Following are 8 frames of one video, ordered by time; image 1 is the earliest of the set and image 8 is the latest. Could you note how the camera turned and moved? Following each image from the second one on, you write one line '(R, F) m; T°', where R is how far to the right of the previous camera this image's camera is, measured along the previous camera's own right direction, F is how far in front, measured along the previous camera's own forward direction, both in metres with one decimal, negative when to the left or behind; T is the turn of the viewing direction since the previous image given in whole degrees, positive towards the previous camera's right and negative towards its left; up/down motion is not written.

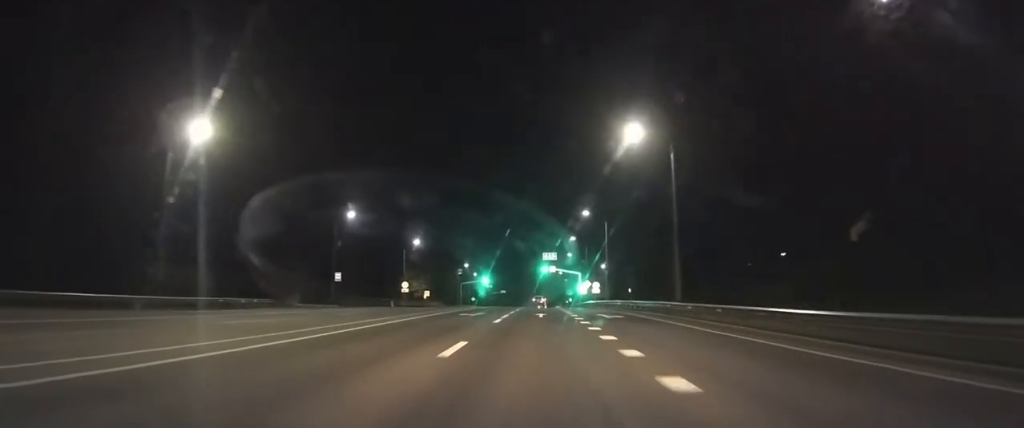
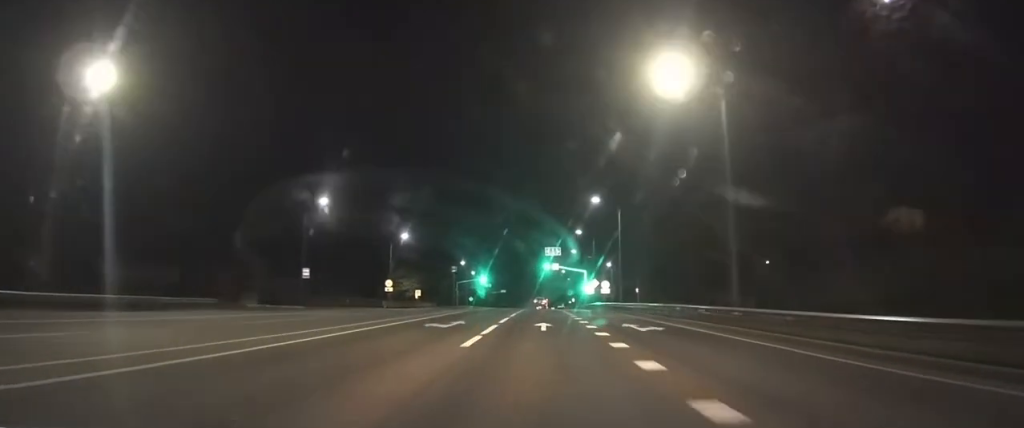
(0.0, +9.8) m; 0°
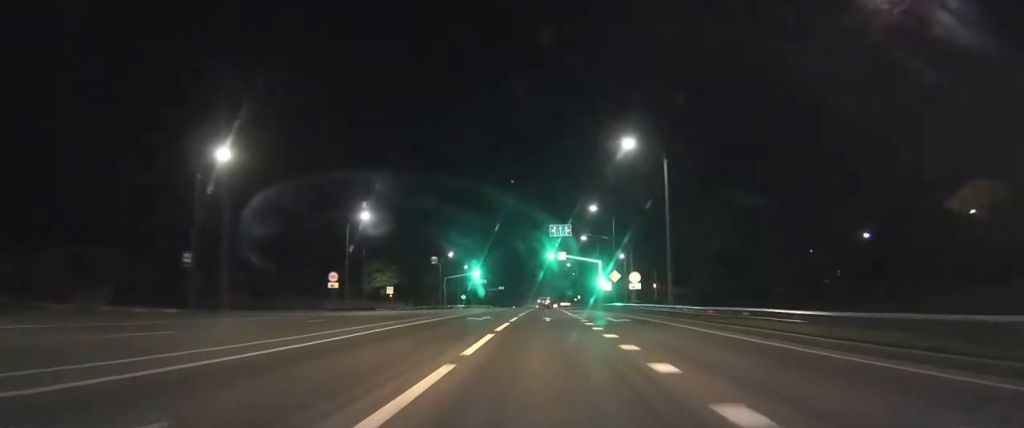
(0.0, +20.6) m; 0°
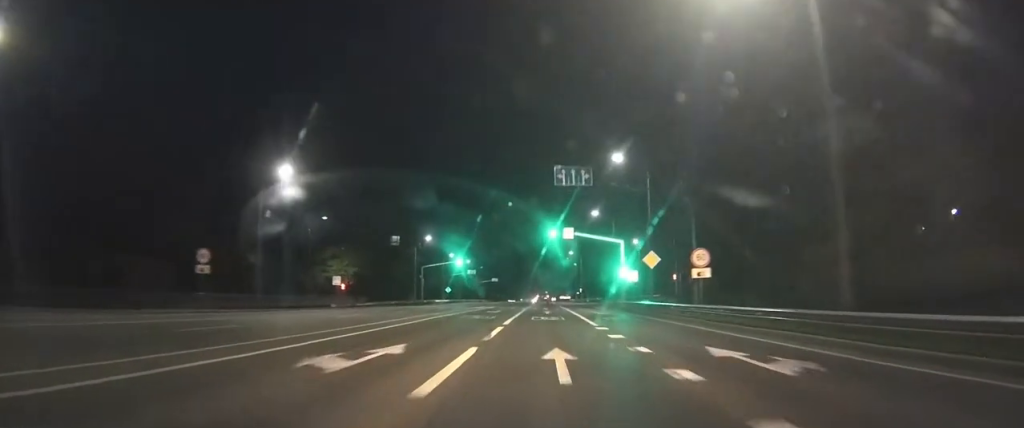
(0.0, +21.2) m; 0°
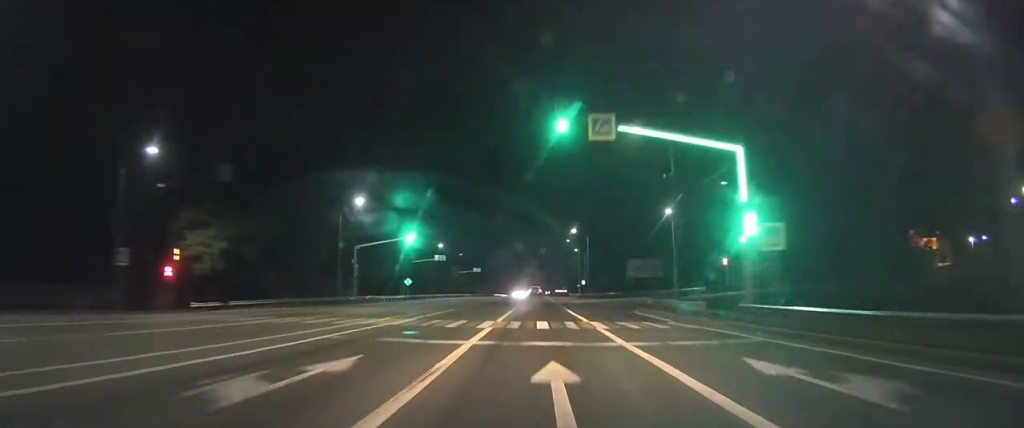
(+0.1, +32.9) m; 0°
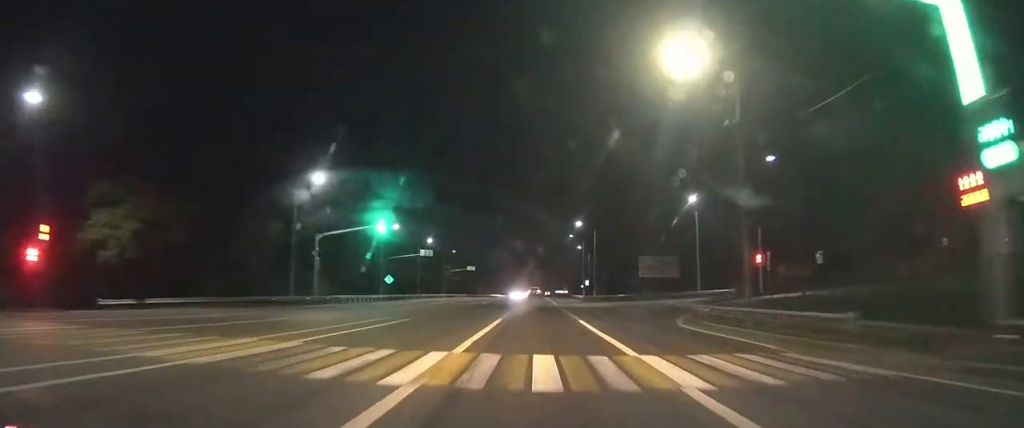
(0.0, +11.7) m; 0°
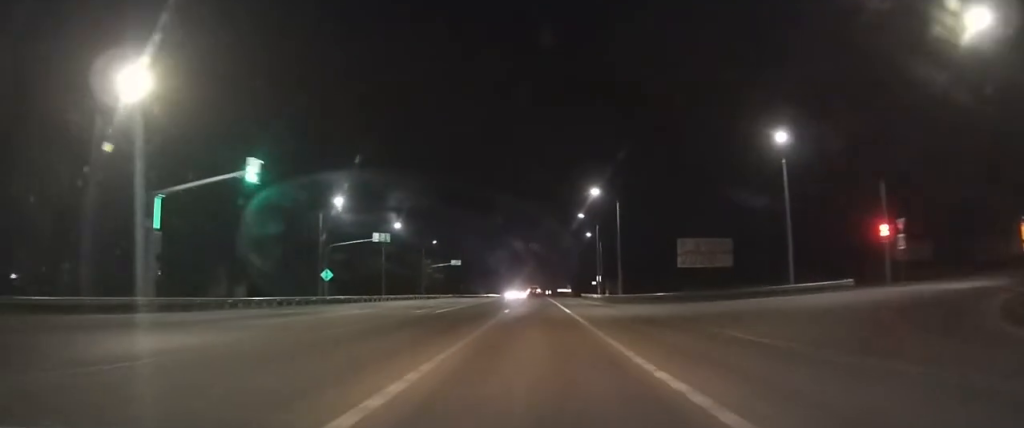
(0.0, +24.1) m; 0°
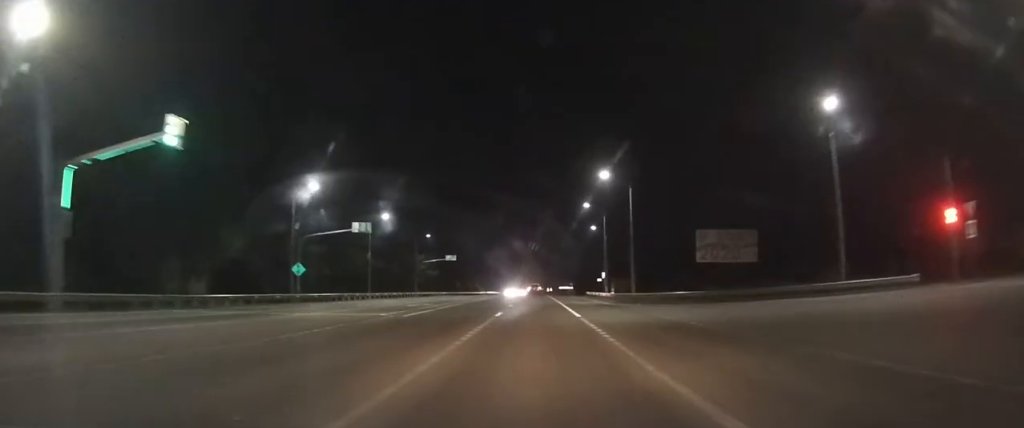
(0.0, +7.1) m; 0°
